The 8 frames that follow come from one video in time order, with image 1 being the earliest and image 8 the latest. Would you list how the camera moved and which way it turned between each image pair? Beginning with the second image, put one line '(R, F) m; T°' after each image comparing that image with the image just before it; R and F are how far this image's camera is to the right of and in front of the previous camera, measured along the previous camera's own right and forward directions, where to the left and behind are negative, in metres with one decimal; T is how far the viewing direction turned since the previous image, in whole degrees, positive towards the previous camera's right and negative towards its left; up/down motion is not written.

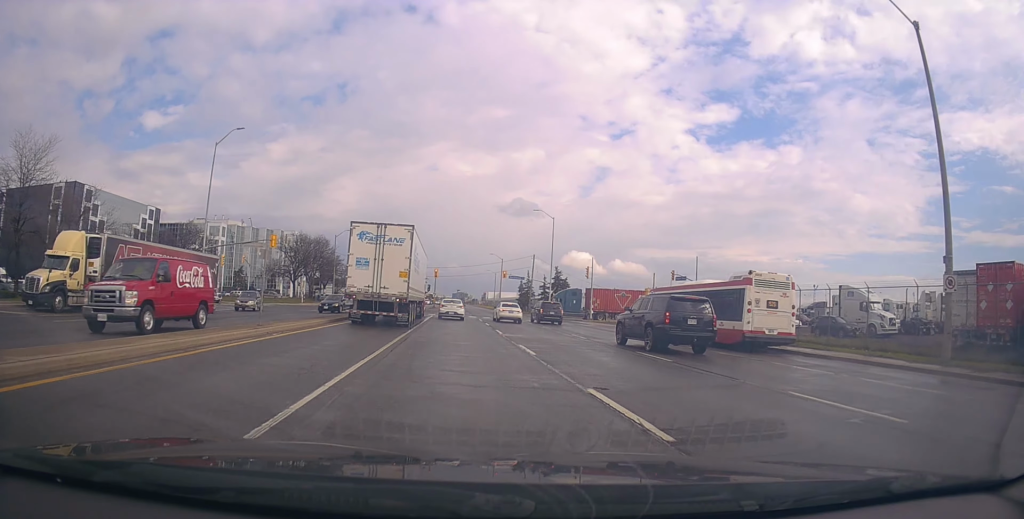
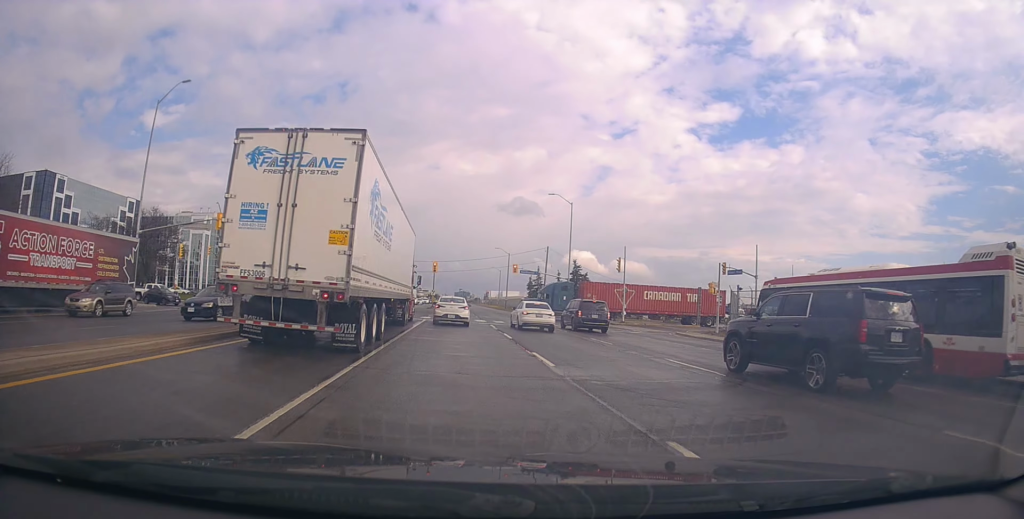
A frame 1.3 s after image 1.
(-0.3, +12.3) m; 0°
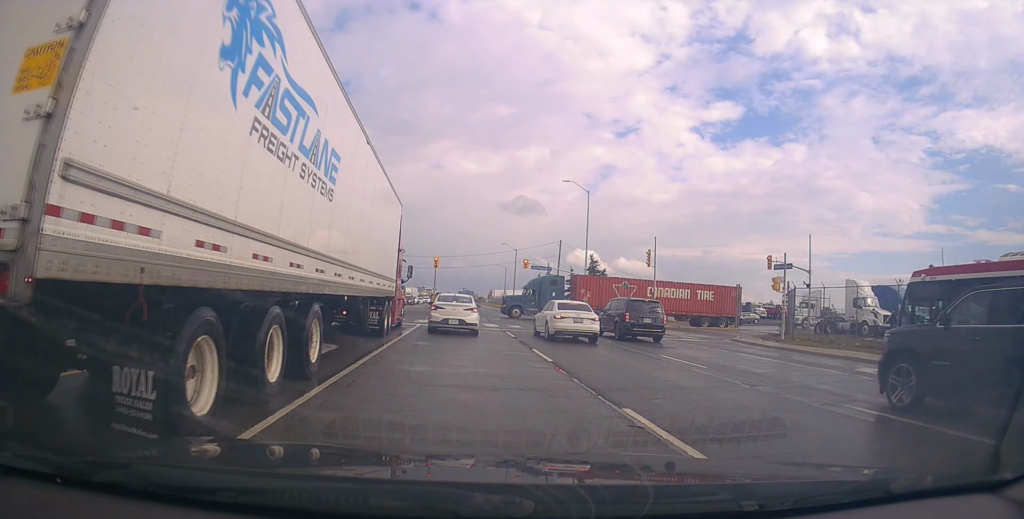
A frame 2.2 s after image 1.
(+0.1, +7.5) m; 0°
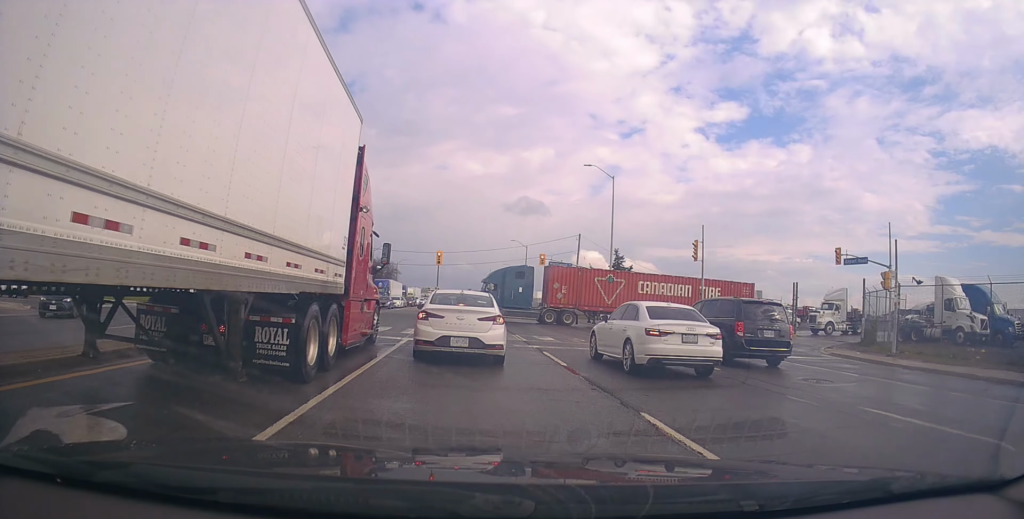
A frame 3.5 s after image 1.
(+0.1, +7.8) m; +2°
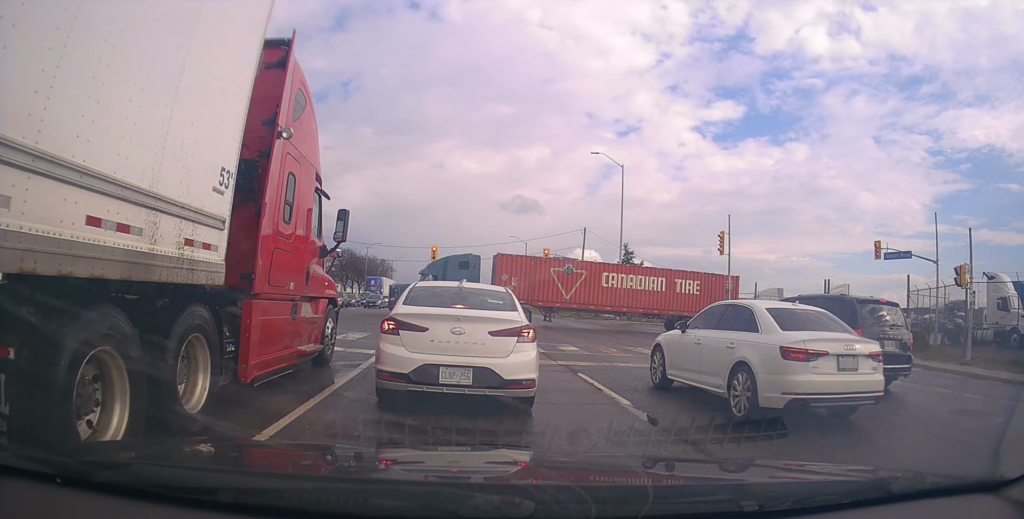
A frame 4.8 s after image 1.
(-0.1, +4.0) m; +7°
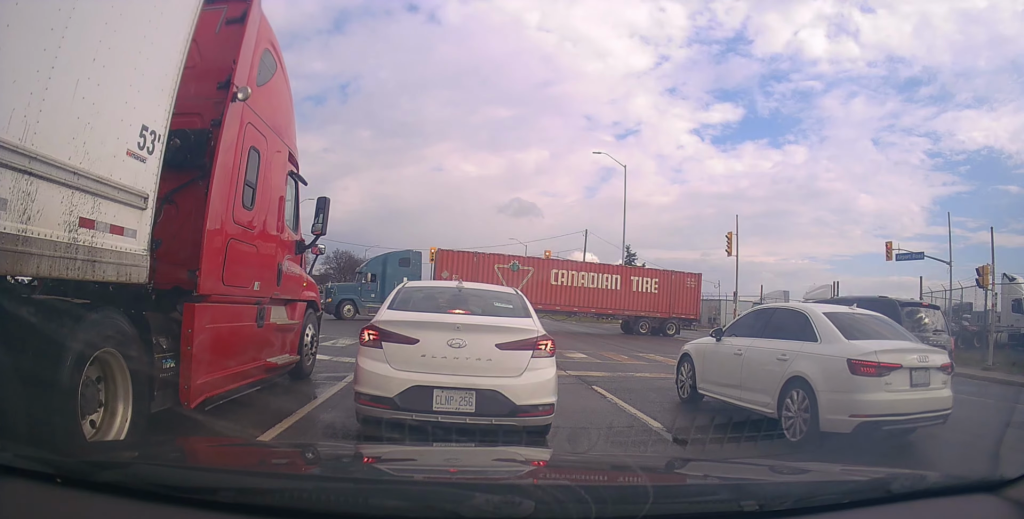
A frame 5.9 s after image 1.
(+0.5, +0.7) m; 0°
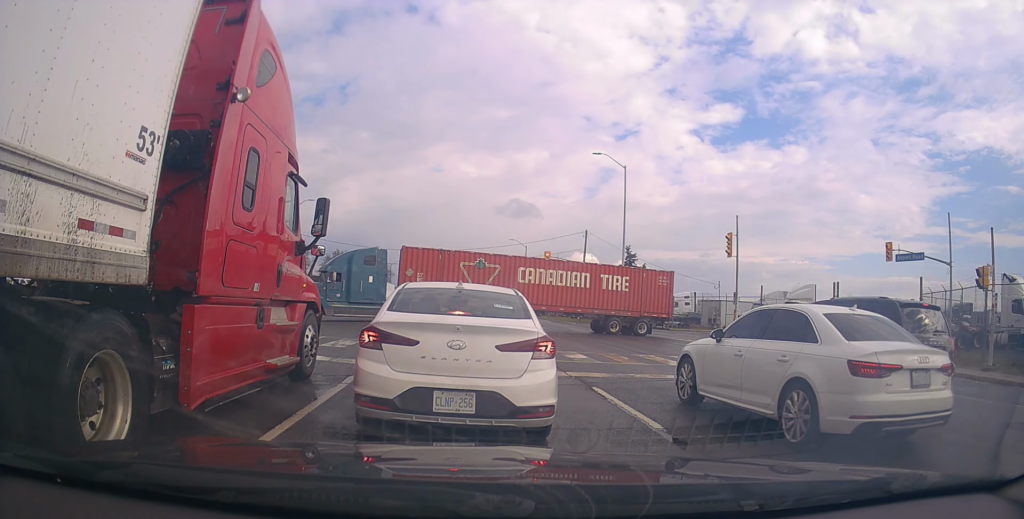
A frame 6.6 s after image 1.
(0.0, 0.0) m; 0°
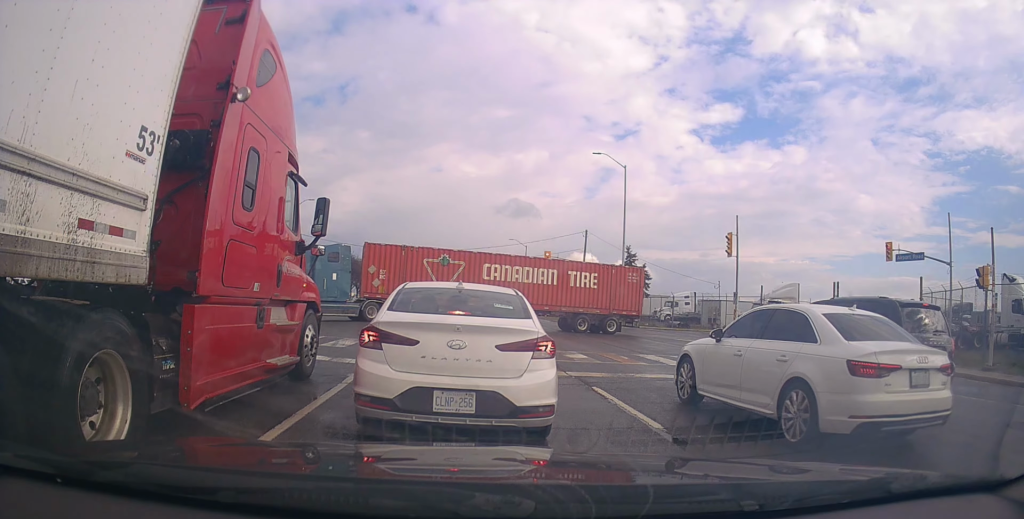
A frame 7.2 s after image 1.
(0.0, 0.0) m; 0°
